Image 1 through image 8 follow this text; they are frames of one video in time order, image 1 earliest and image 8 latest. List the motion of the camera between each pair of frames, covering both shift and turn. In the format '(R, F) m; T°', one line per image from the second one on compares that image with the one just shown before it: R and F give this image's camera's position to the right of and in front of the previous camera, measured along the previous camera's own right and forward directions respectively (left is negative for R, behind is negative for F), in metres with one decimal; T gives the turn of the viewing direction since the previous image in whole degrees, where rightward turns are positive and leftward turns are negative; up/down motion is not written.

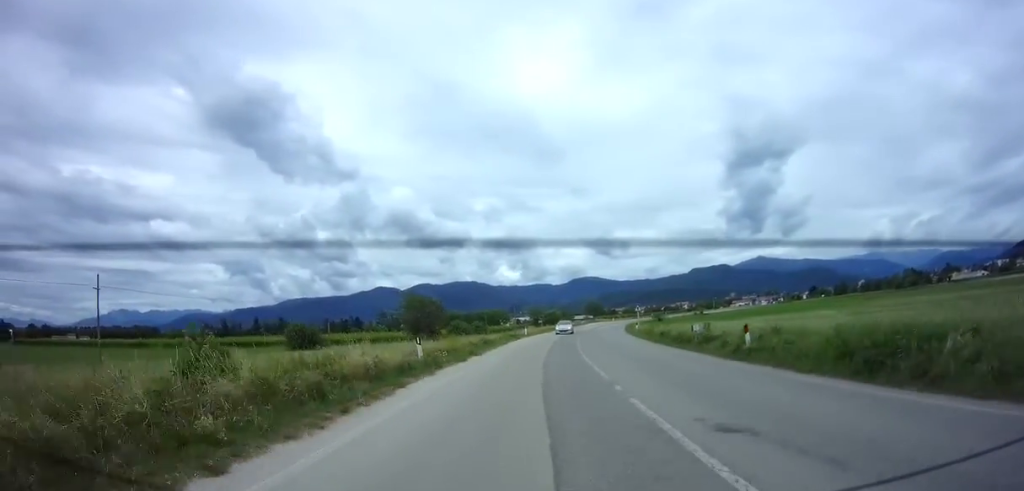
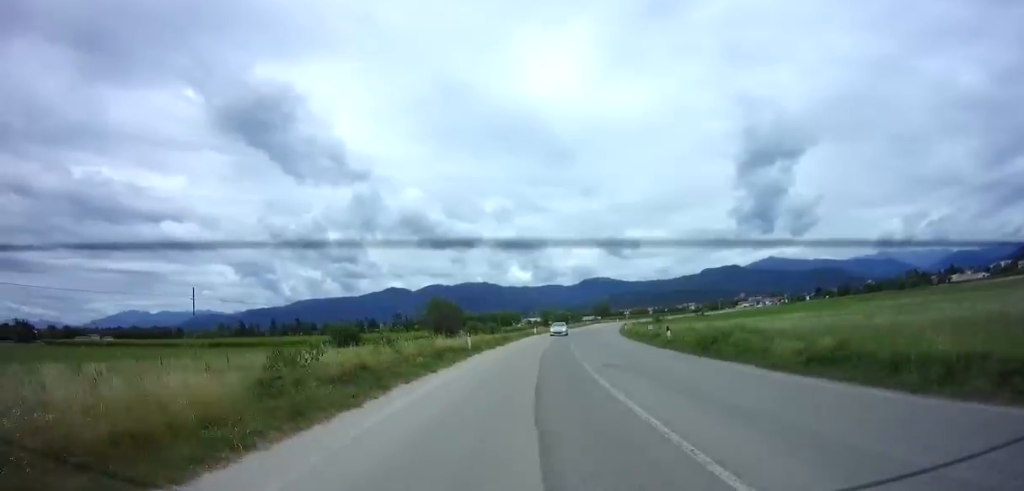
(-0.2, +11.4) m; -1°
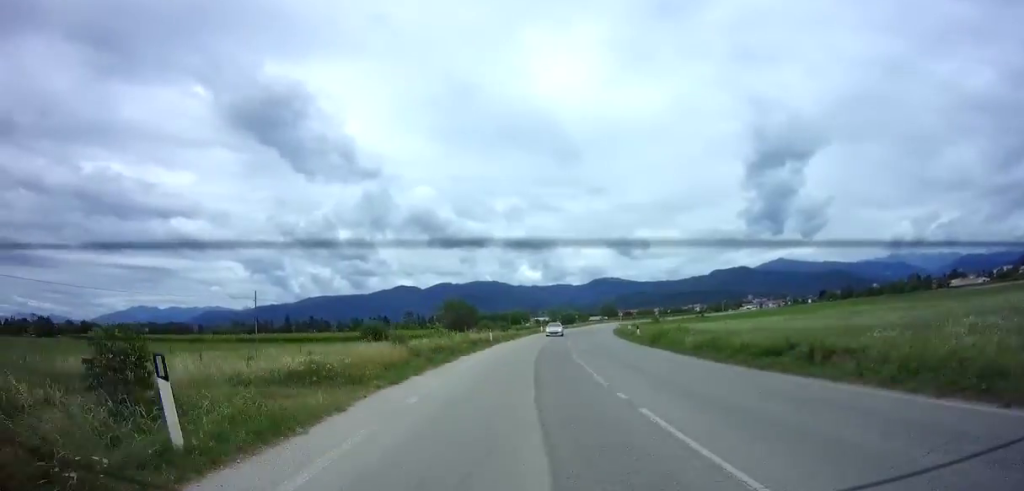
(-0.1, +10.3) m; -1°
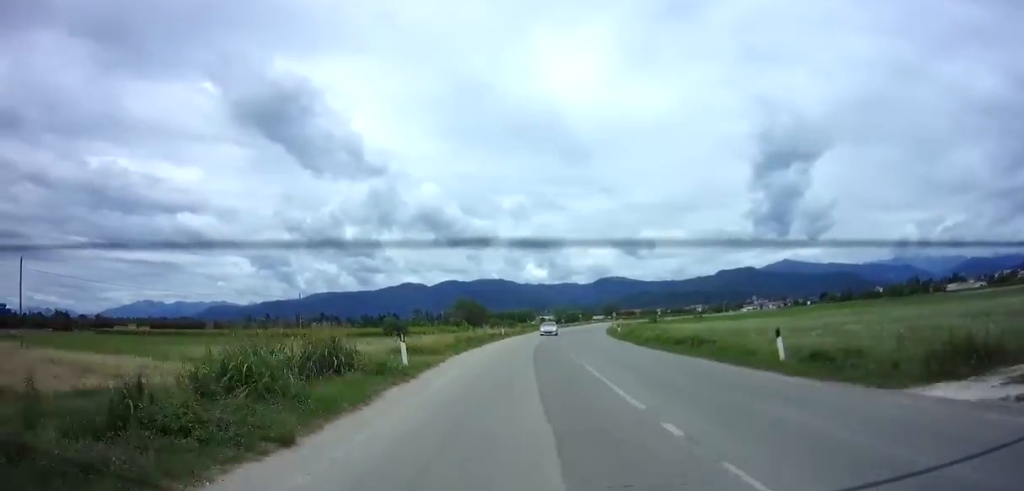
(-0.1, +10.4) m; -1°
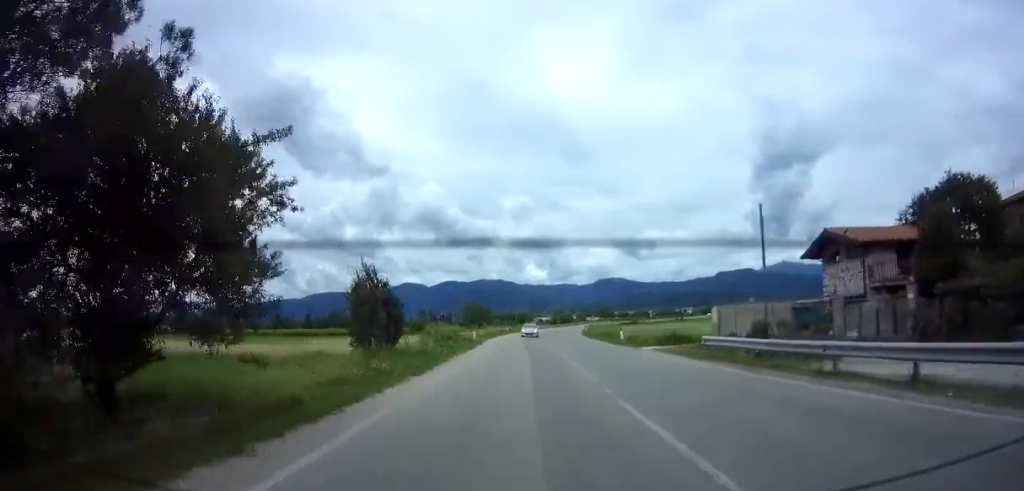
(-0.2, +24.4) m; 0°
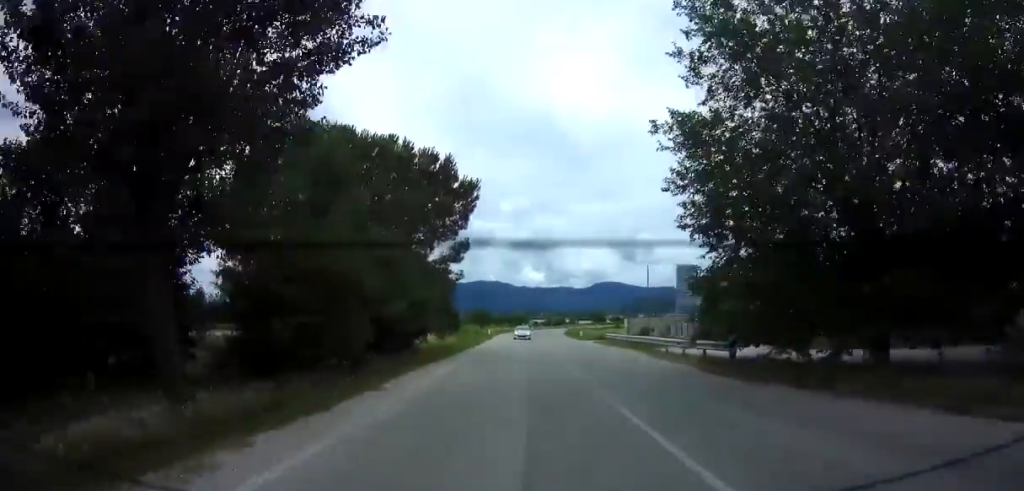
(+0.1, +23.3) m; 0°
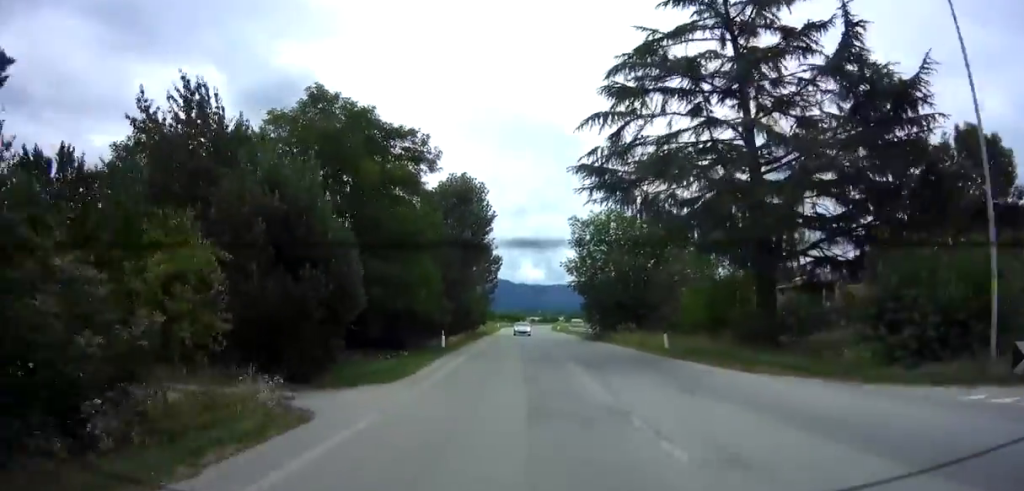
(+0.1, +32.4) m; +1°
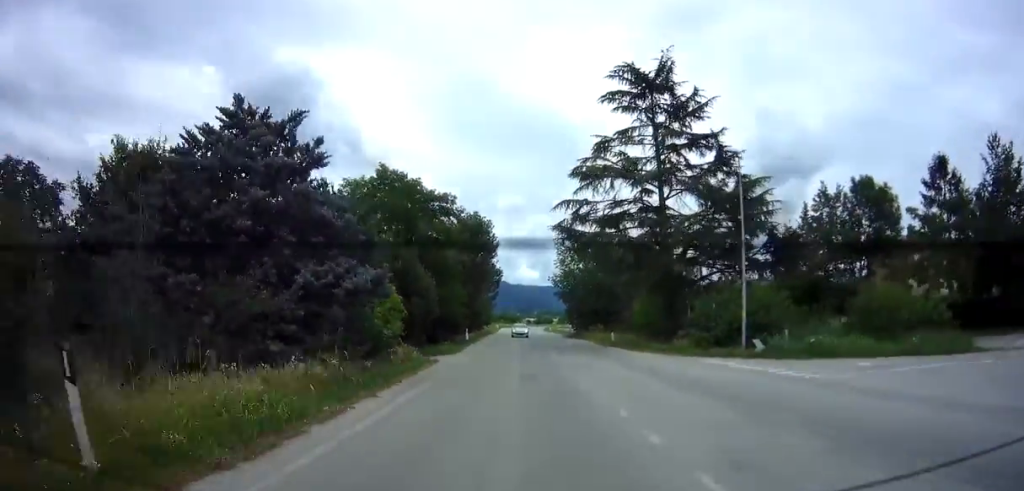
(0.0, +13.3) m; +1°
